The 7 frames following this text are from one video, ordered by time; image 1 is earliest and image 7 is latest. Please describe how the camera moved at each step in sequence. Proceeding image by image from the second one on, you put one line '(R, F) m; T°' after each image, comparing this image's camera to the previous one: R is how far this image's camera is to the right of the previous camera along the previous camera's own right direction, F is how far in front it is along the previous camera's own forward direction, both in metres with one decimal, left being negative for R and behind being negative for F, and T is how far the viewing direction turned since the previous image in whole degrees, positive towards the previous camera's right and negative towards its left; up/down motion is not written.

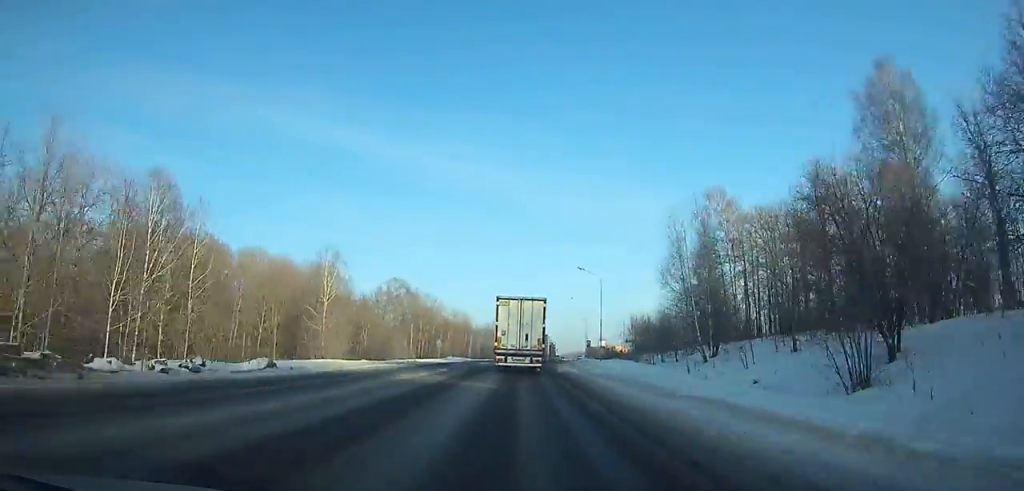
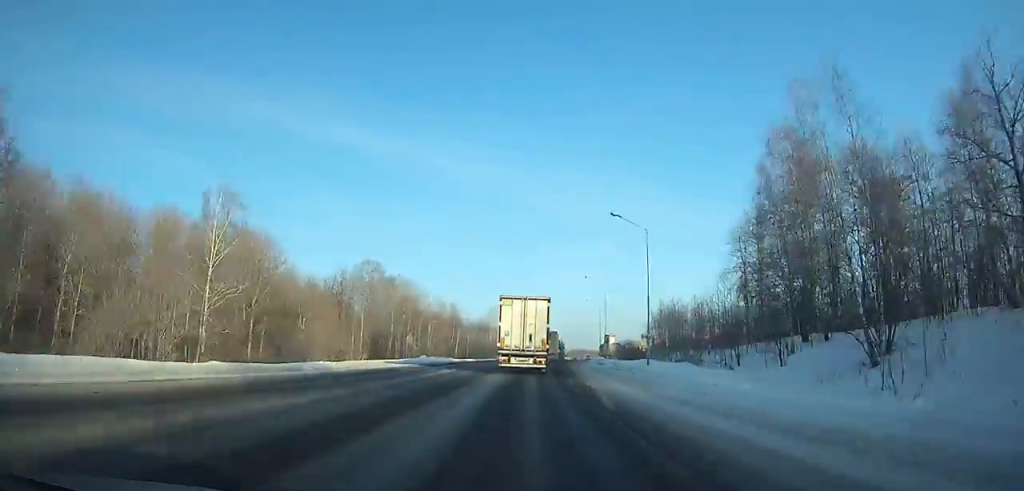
(+0.1, +21.3) m; +1°
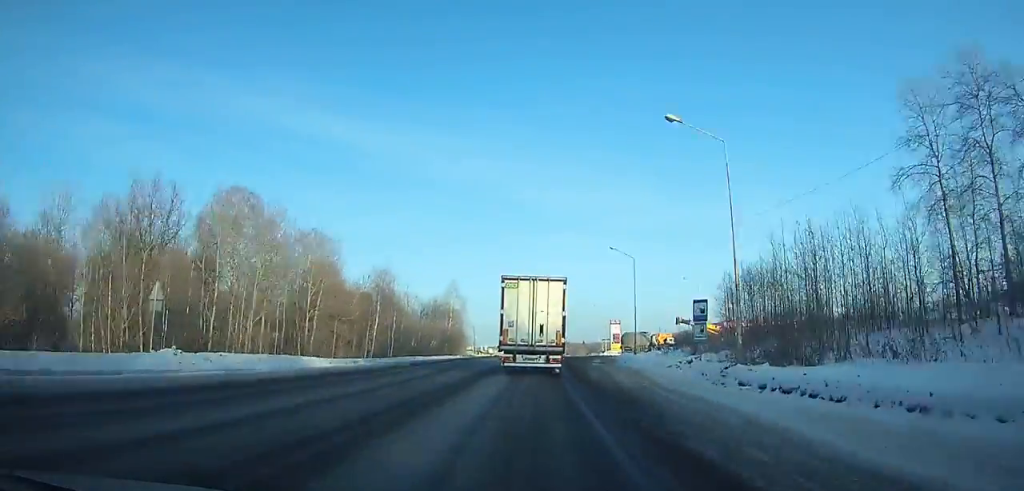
(+0.5, +40.4) m; +2°
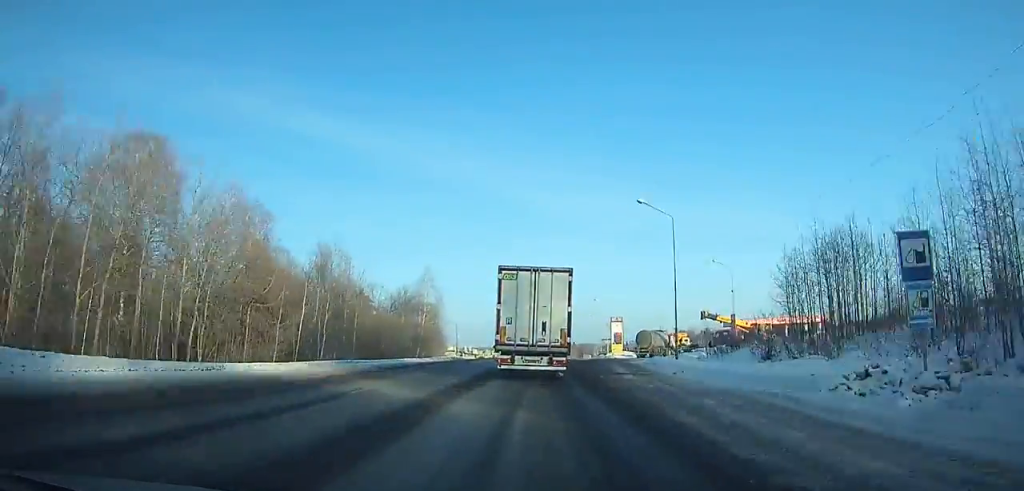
(+0.2, +15.5) m; +1°
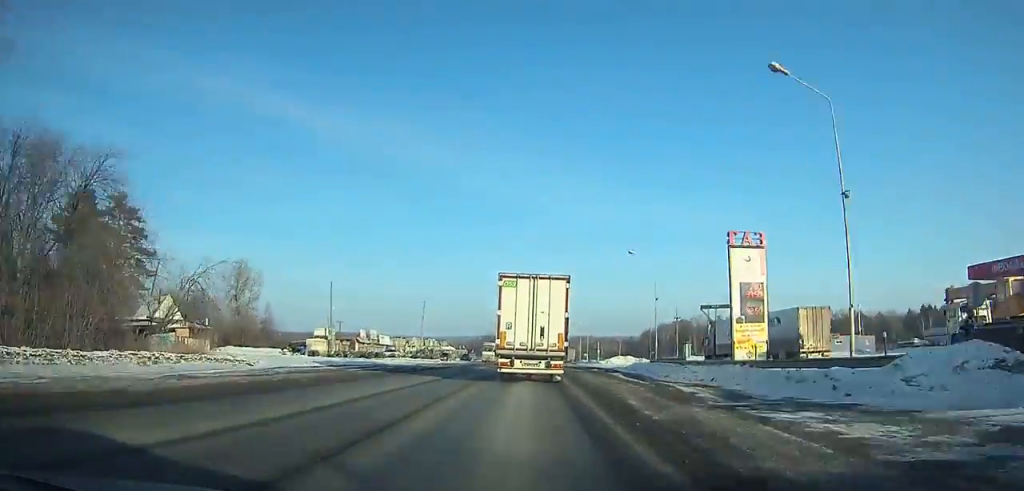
(+4.9, +83.5) m; +6°
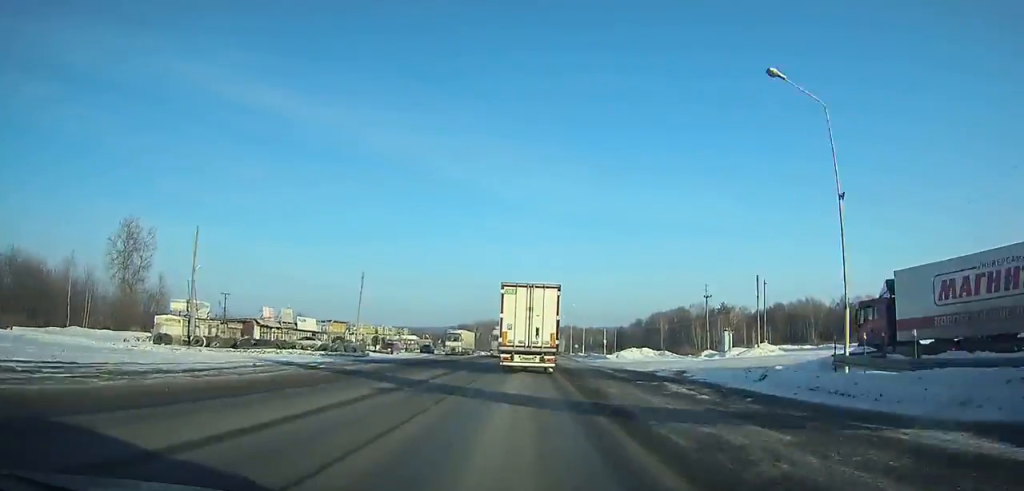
(+0.4, +33.0) m; +1°
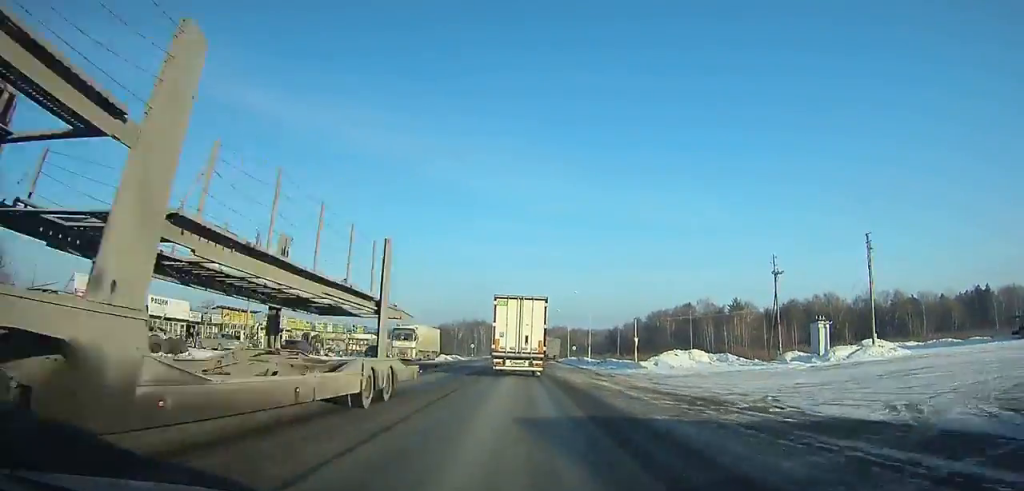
(0.0, +30.2) m; 0°
